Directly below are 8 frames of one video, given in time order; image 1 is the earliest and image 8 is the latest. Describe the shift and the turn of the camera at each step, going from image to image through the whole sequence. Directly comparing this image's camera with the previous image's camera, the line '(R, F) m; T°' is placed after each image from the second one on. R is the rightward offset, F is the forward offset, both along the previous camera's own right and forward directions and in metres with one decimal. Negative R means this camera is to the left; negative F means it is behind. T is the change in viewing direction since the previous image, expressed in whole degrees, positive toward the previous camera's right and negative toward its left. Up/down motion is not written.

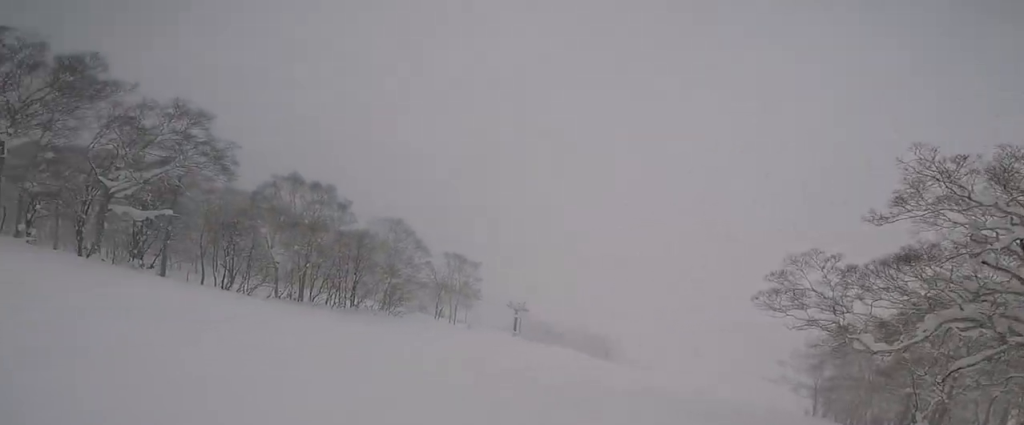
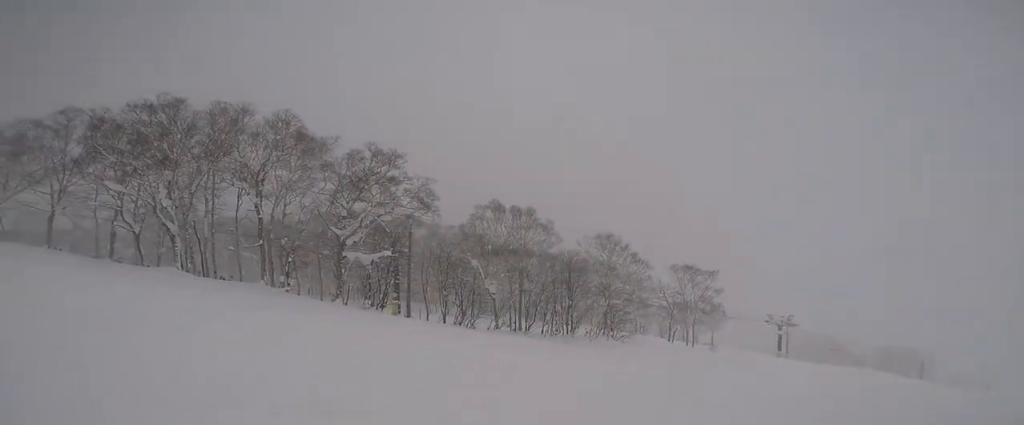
(-1.7, +4.7) m; -23°
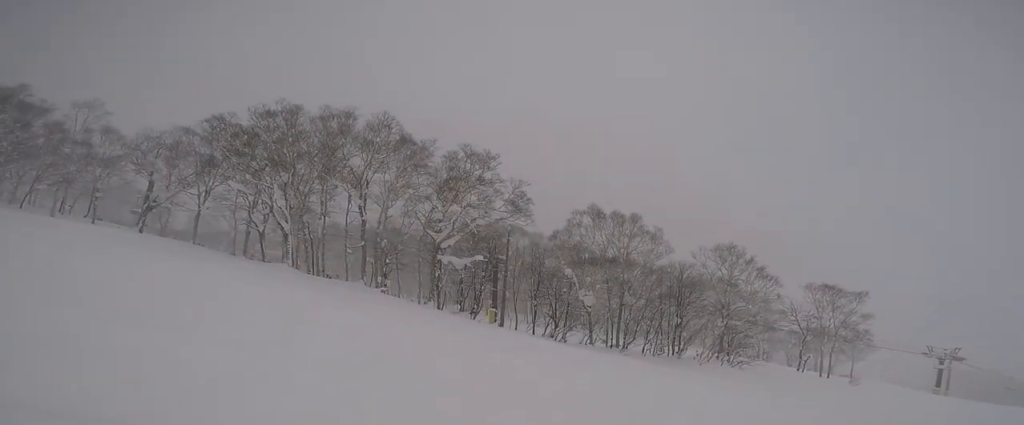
(-0.2, +2.3) m; -3°
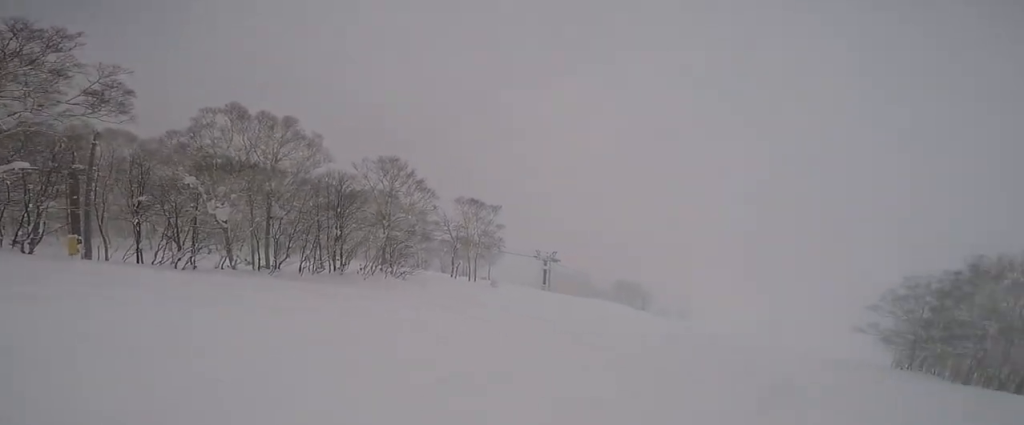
(0.0, +3.1) m; +13°
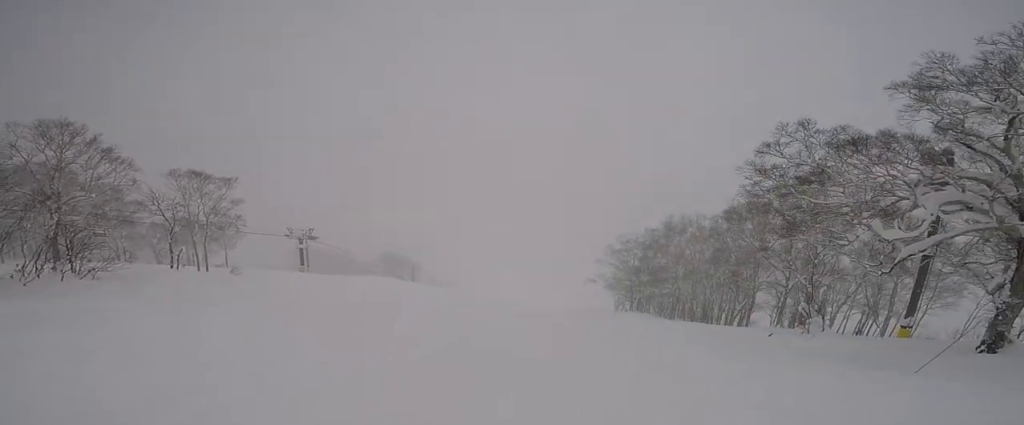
(+0.6, +2.9) m; +21°
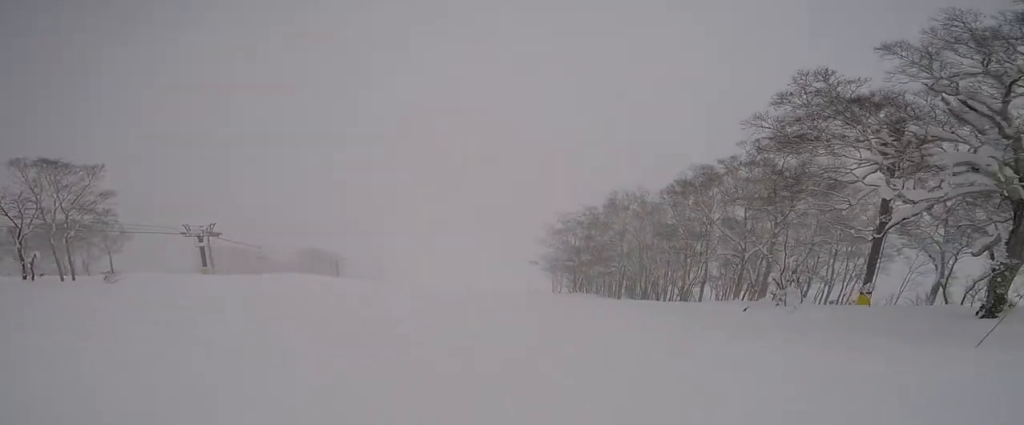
(+0.9, +4.5) m; +25°
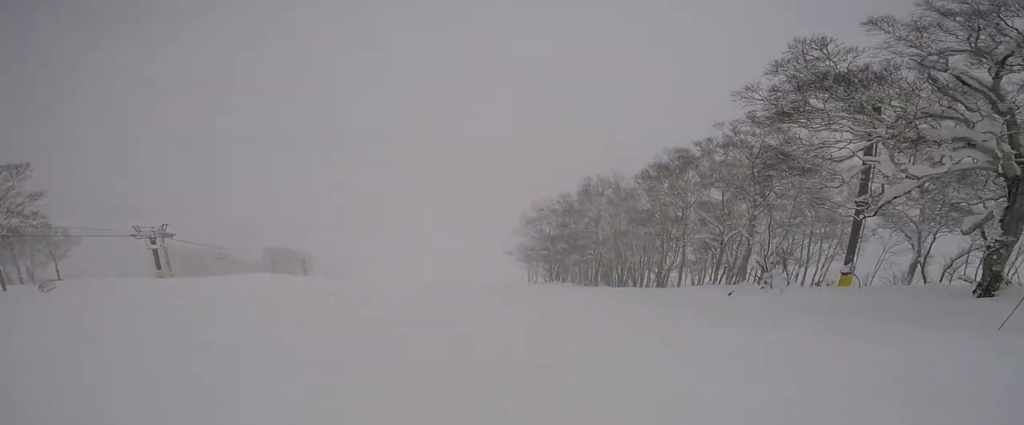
(+0.3, +1.9) m; +4°
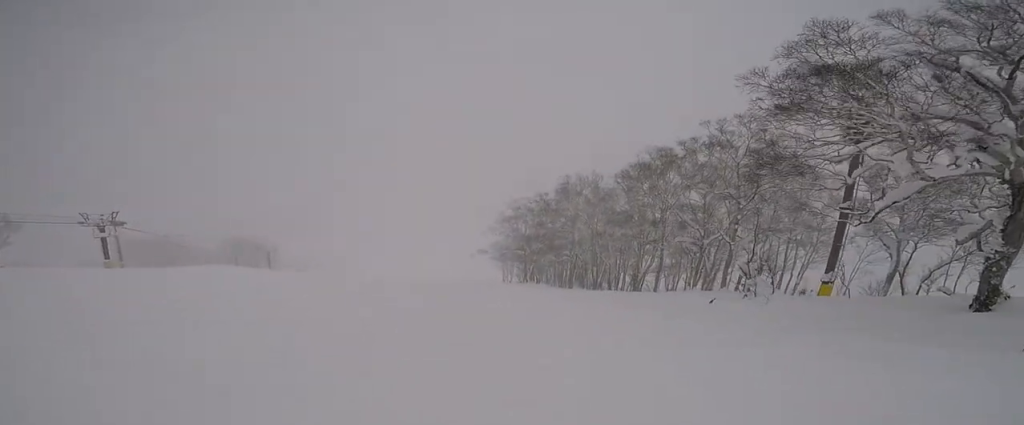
(+0.1, +1.9) m; +4°
